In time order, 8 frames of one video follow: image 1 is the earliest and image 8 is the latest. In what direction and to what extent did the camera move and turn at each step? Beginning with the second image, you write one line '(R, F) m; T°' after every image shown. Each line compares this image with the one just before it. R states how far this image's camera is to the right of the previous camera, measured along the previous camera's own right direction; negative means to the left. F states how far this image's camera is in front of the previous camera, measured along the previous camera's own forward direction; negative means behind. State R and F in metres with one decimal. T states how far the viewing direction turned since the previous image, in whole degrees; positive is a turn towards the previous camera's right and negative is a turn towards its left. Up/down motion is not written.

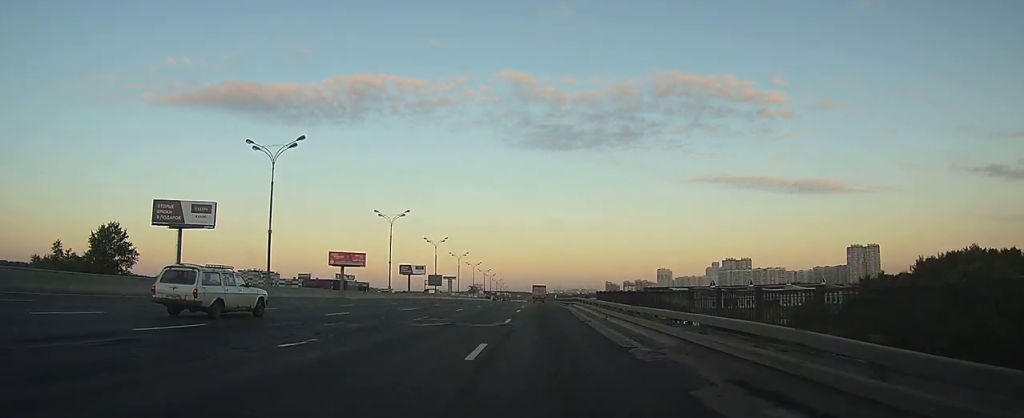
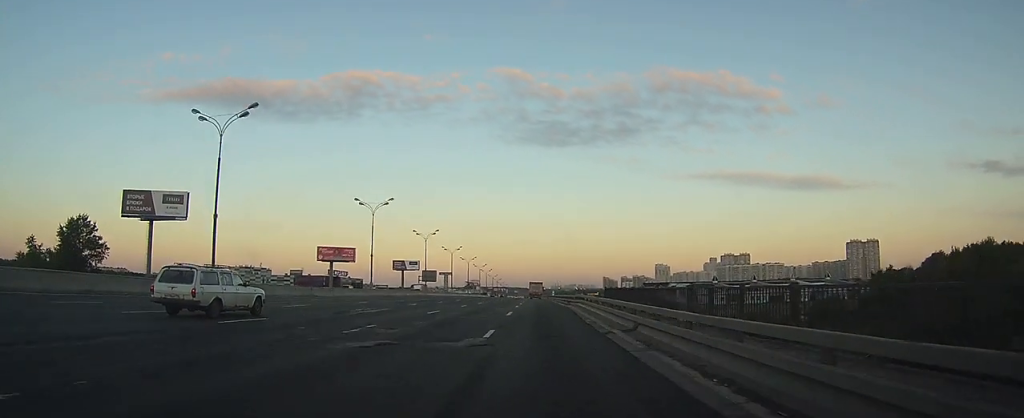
(0.0, +8.3) m; 0°
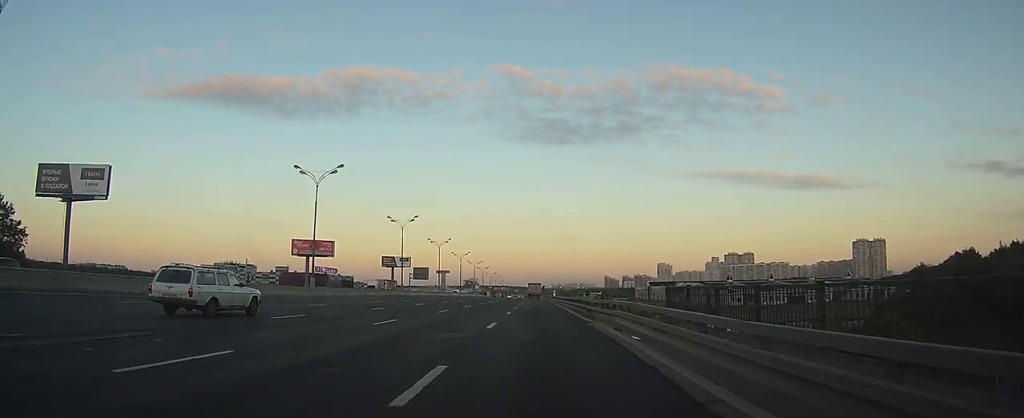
(0.0, +20.7) m; 0°
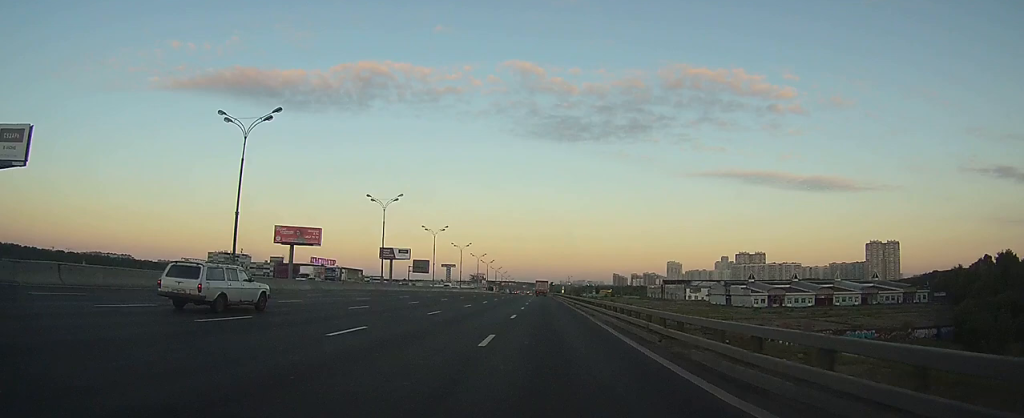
(0.0, +17.3) m; 0°
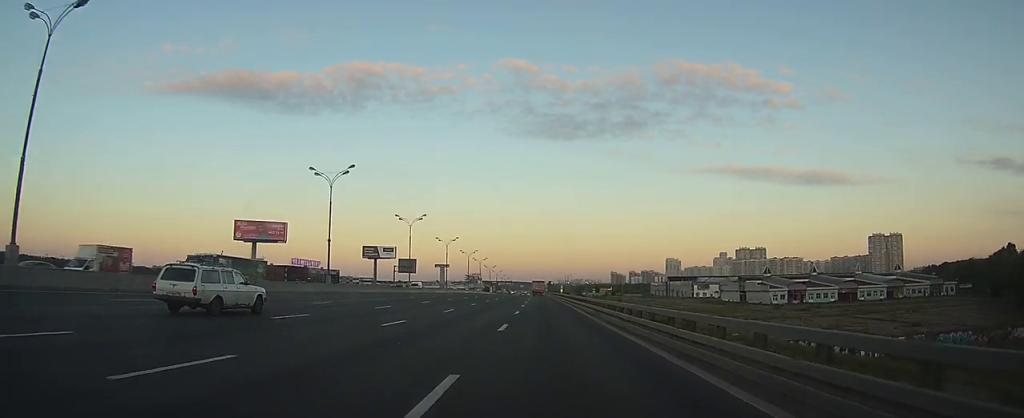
(0.0, +19.5) m; 0°
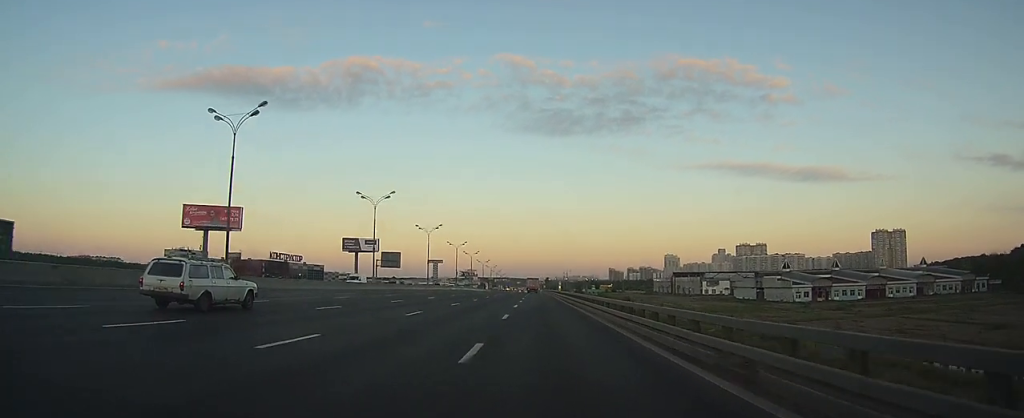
(-0.1, +19.8) m; 0°
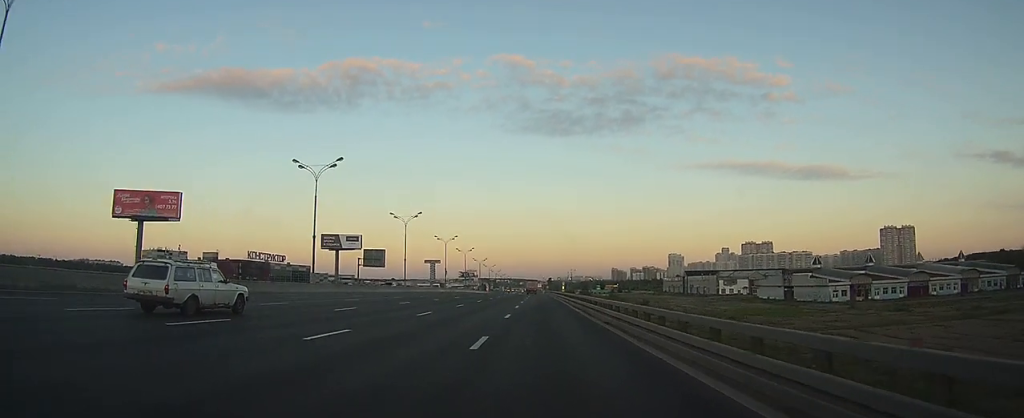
(0.0, +21.5) m; 0°
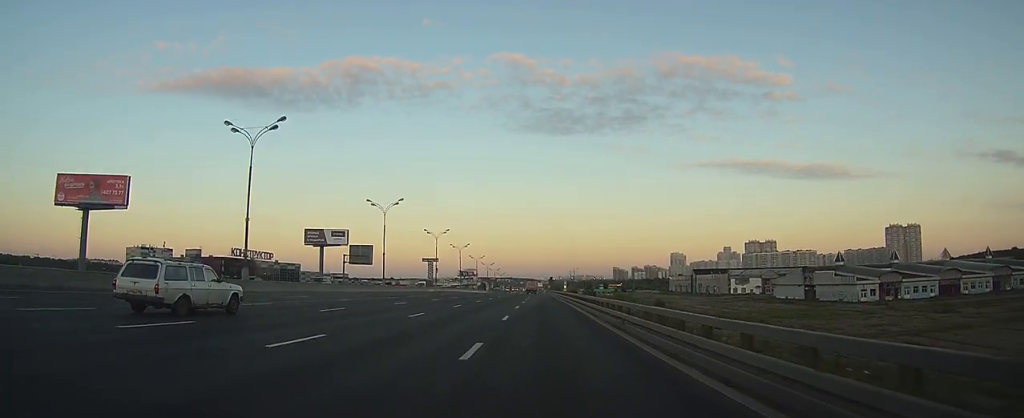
(0.0, +13.7) m; 0°
